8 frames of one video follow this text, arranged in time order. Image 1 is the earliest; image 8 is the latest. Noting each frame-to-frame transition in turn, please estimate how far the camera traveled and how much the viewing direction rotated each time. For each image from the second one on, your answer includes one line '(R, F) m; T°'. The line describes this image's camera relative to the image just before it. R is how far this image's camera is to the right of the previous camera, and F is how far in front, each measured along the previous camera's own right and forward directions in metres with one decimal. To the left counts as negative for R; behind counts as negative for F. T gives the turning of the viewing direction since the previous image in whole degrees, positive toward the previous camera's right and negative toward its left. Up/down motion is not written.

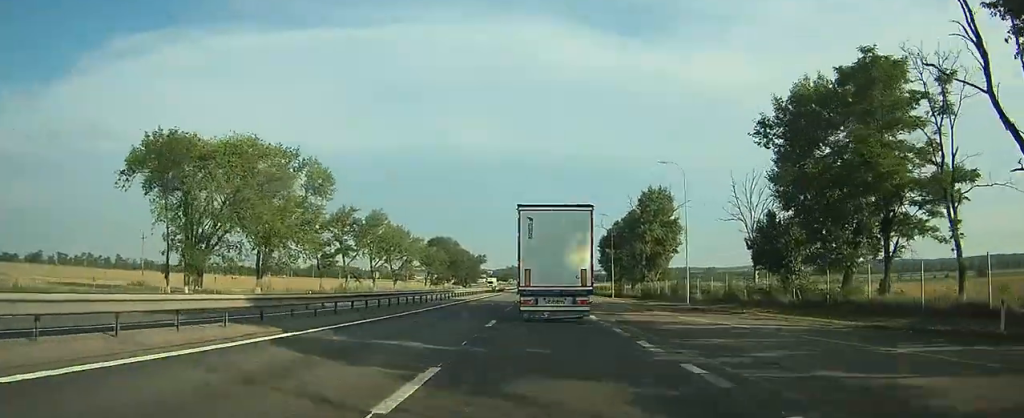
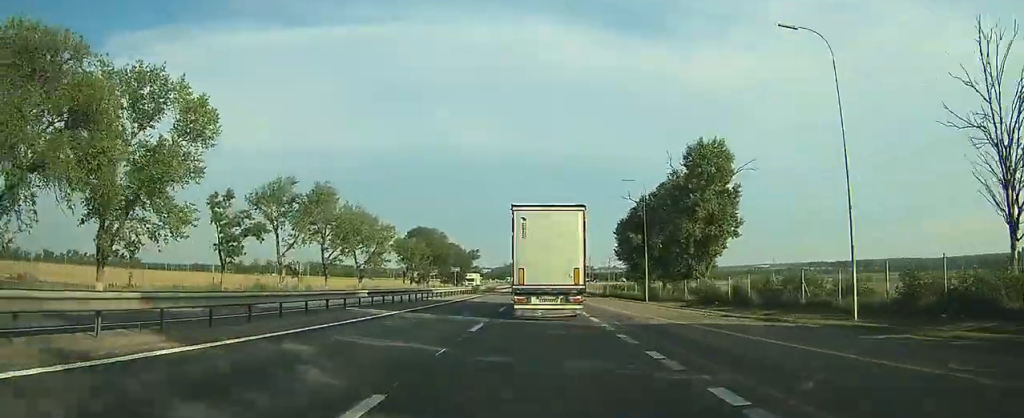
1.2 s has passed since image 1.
(0.0, +31.0) m; 0°
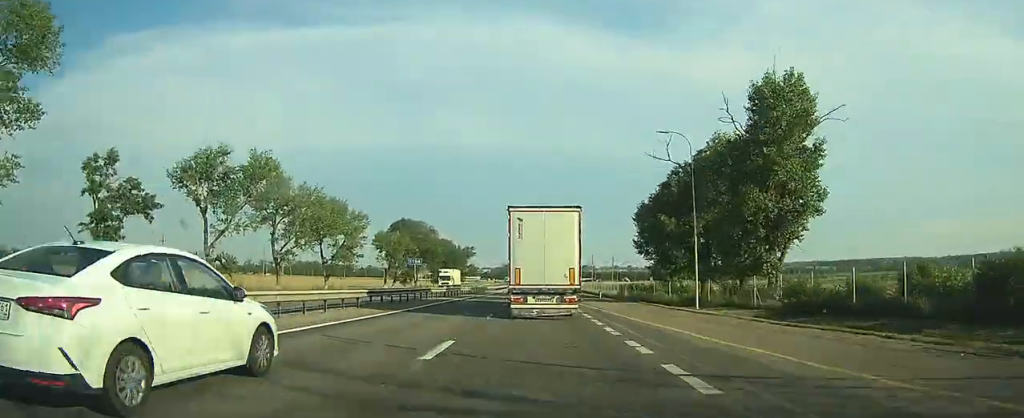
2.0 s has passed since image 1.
(0.0, +20.0) m; 0°
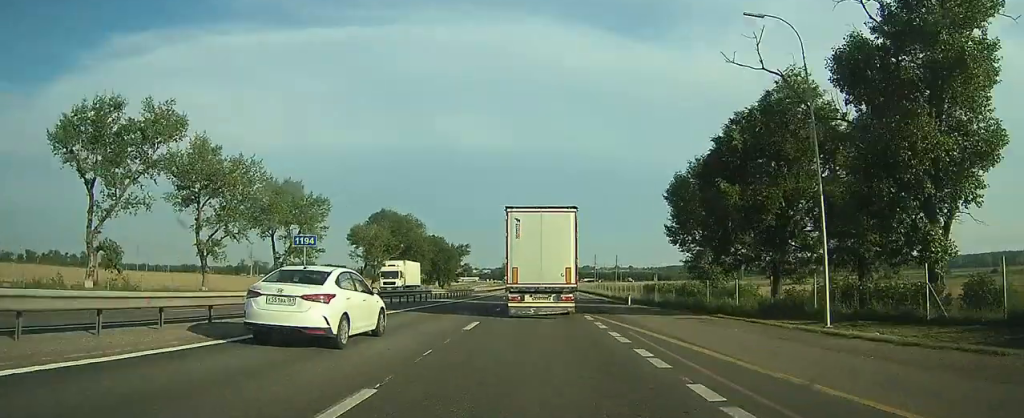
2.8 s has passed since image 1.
(0.0, +19.1) m; 0°
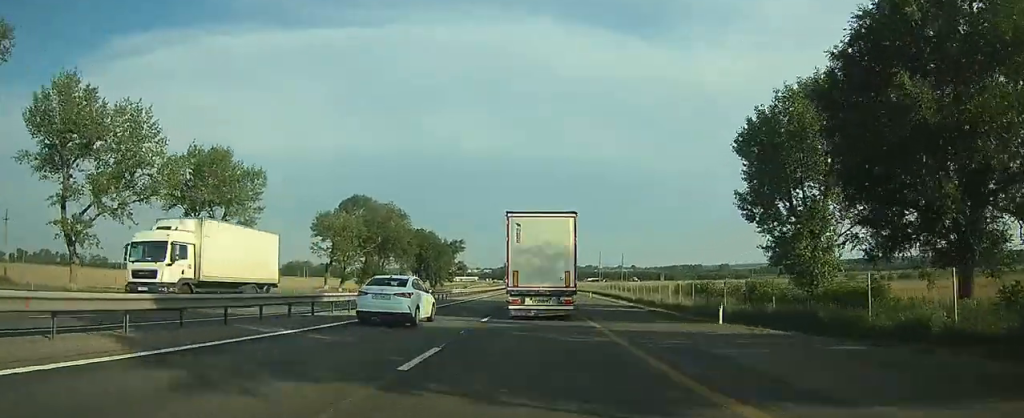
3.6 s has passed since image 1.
(0.0, +19.6) m; 0°
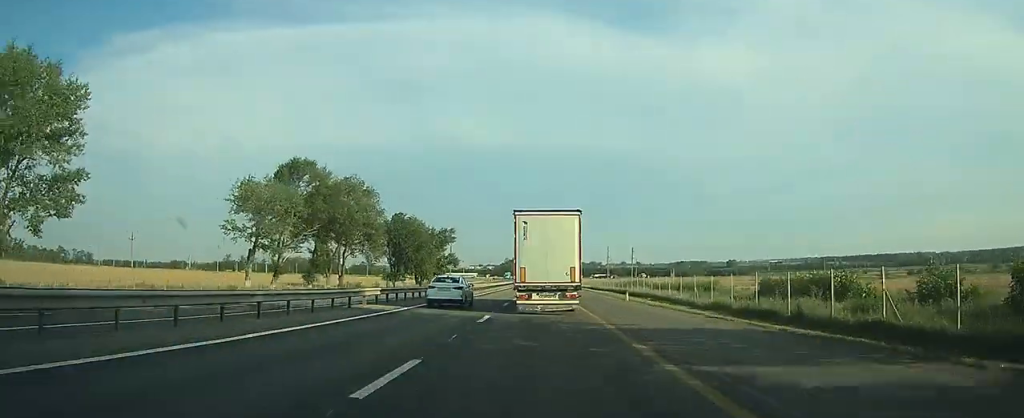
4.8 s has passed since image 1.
(0.0, +25.4) m; 0°
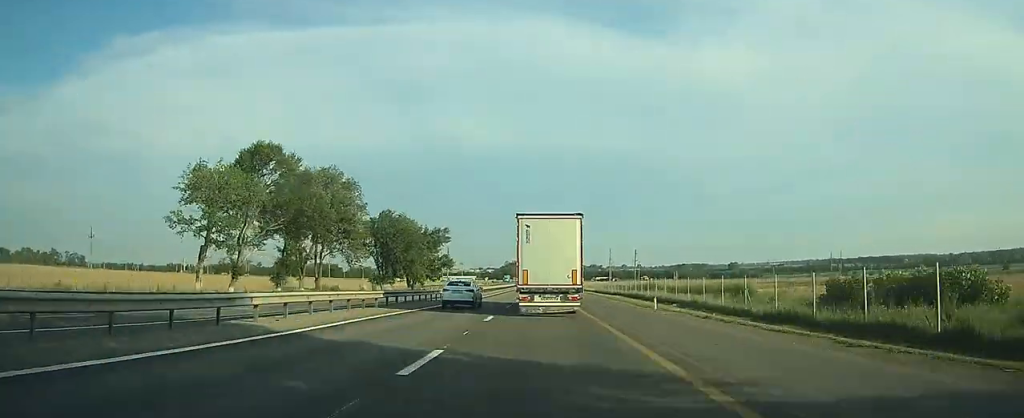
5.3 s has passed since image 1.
(0.0, +9.5) m; 0°
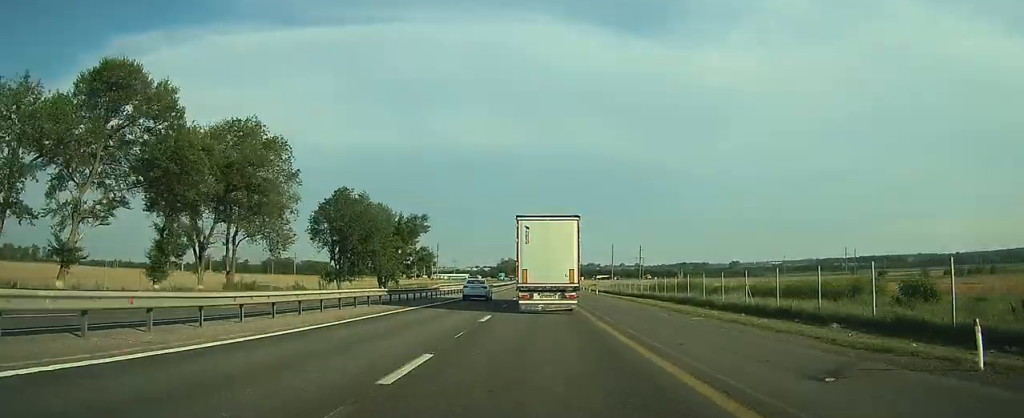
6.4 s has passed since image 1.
(-0.1, +21.8) m; 0°
